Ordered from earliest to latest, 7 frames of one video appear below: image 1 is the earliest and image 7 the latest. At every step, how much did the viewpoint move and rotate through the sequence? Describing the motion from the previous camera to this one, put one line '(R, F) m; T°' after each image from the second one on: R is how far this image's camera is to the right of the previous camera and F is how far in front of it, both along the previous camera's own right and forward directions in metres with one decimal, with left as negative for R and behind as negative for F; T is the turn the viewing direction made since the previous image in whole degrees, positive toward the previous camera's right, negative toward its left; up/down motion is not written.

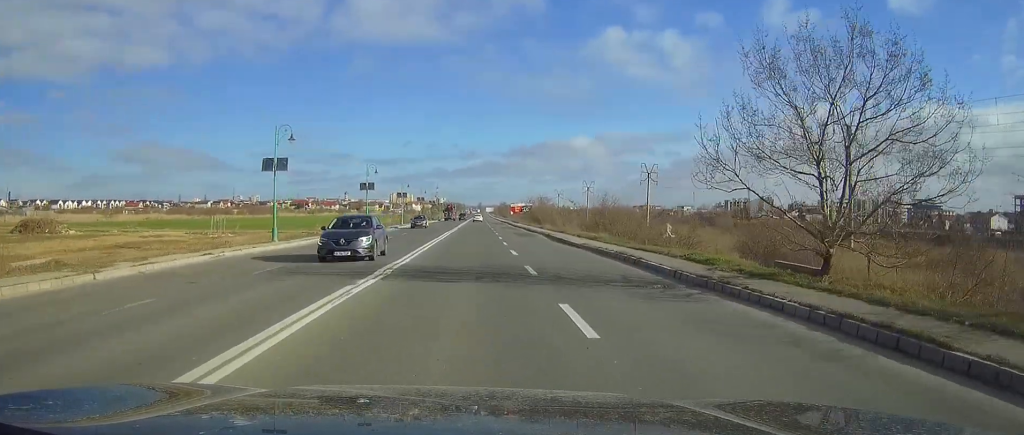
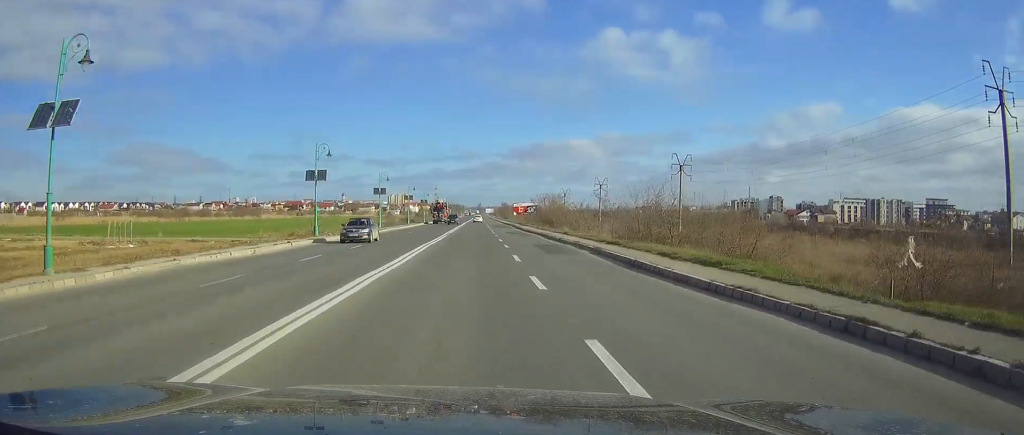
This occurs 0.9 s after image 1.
(0.0, +21.7) m; 0°
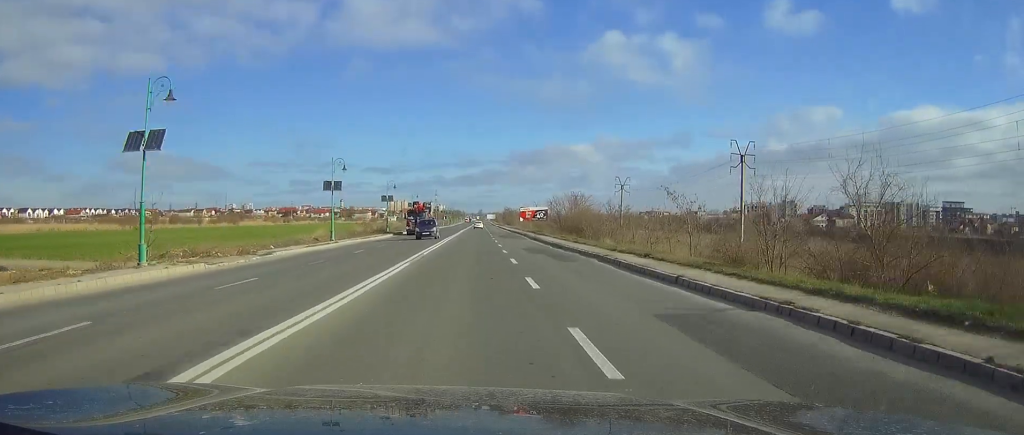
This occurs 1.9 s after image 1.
(+0.1, +25.9) m; 0°
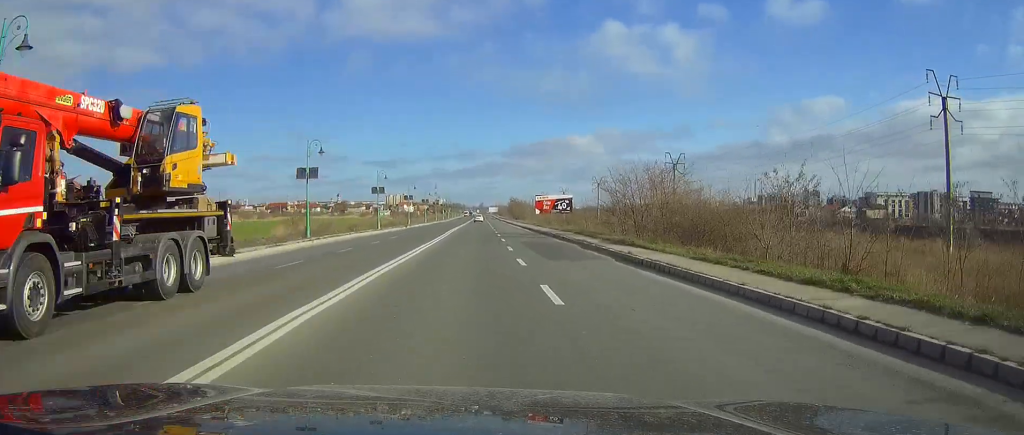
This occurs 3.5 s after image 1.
(-0.2, +39.6) m; 0°
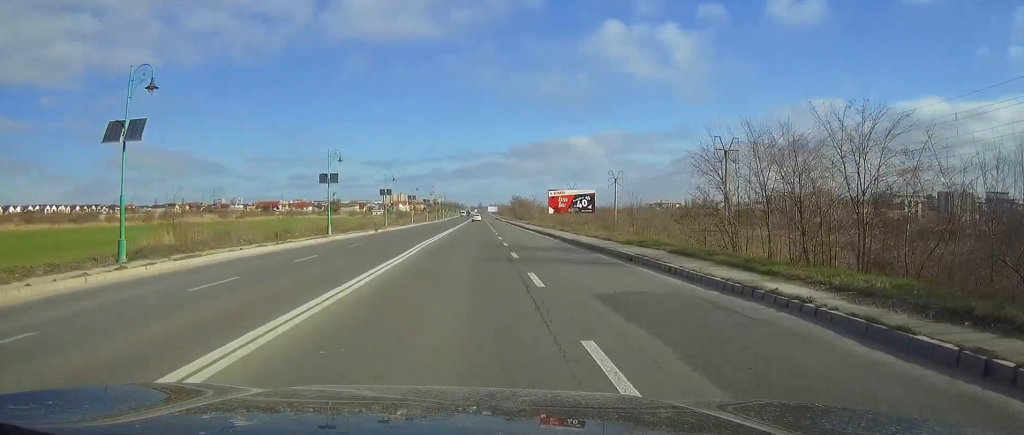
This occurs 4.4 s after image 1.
(0.0, +24.7) m; 0°
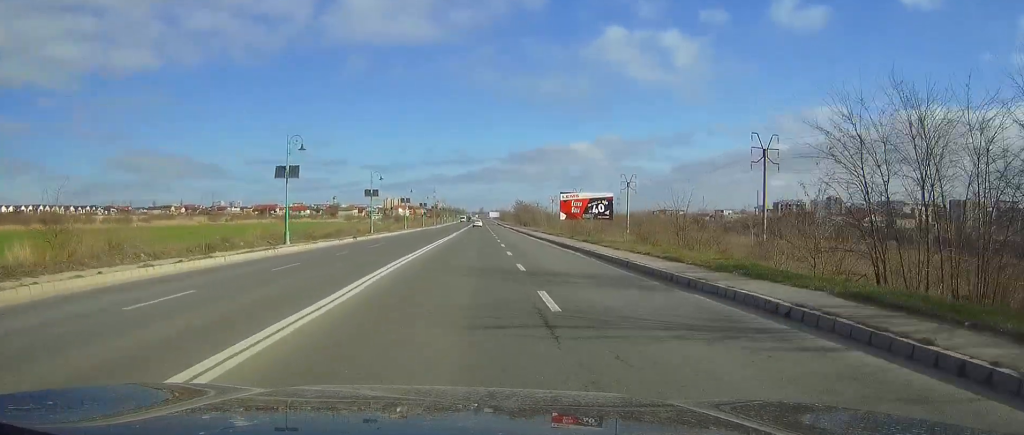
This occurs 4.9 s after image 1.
(0.0, +11.9) m; 0°
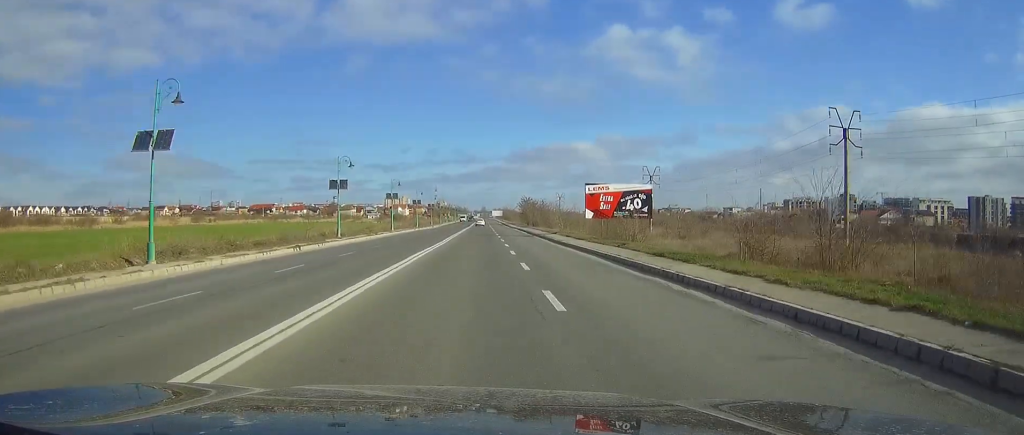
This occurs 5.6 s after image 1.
(0.0, +18.0) m; 0°
